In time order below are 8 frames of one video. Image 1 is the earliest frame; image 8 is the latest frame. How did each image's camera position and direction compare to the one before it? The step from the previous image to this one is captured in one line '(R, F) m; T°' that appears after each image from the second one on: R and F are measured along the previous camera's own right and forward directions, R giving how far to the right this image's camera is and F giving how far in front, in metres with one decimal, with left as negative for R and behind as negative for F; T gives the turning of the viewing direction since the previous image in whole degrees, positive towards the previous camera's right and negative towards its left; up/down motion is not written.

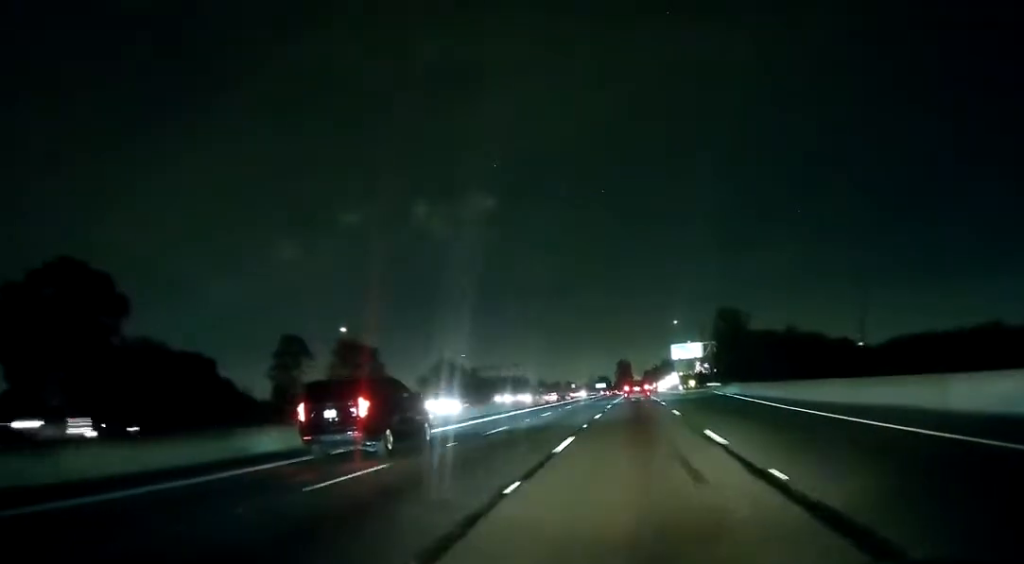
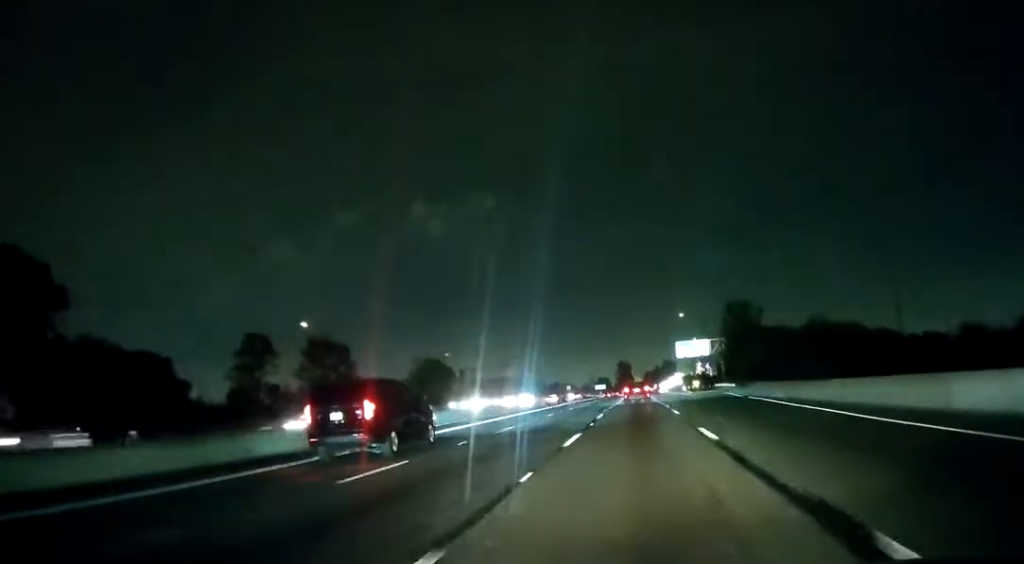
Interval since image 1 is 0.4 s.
(0.0, +13.1) m; 0°
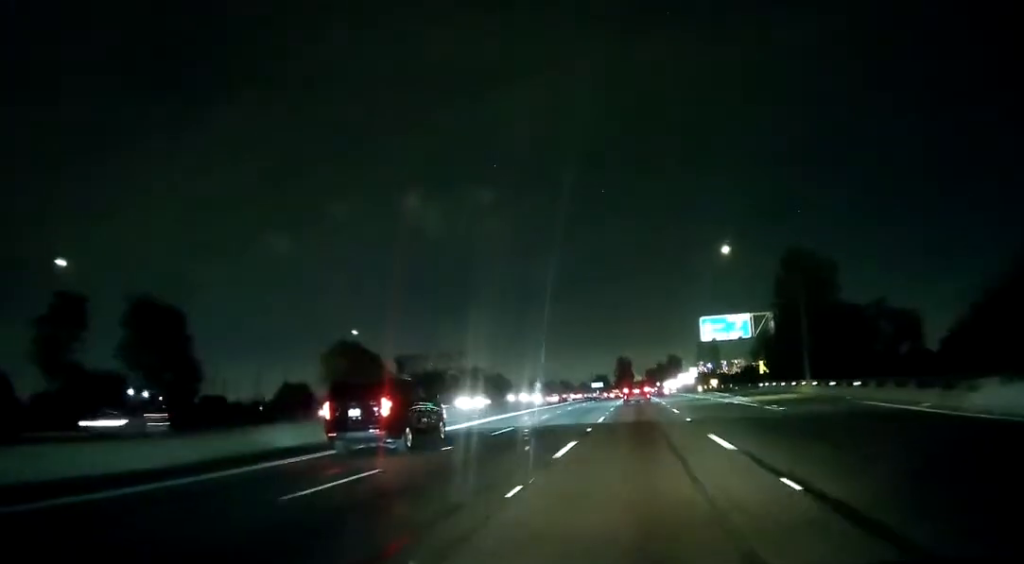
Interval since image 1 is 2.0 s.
(-0.2, +45.8) m; 0°
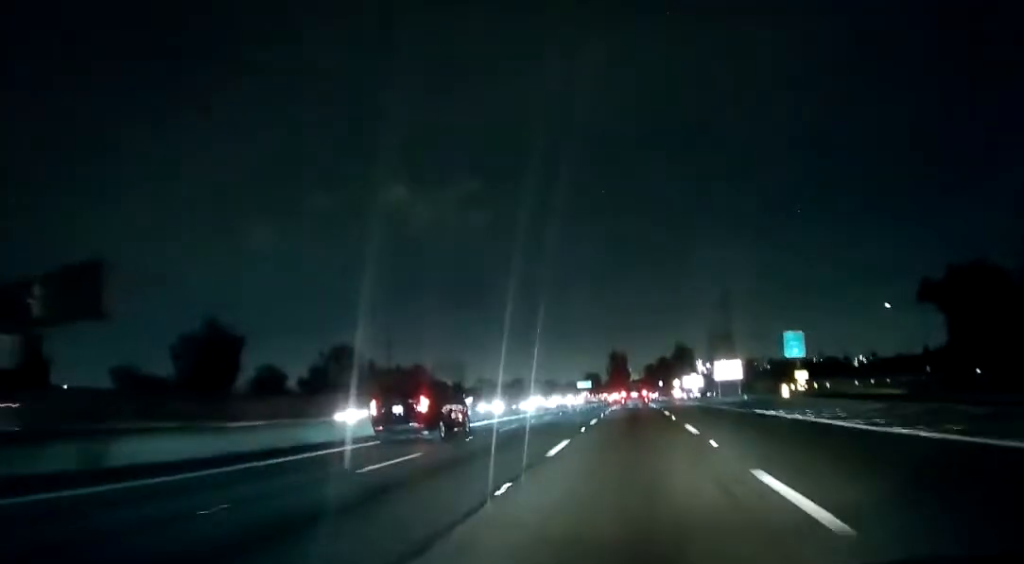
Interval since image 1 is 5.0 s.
(+0.3, +89.4) m; 0°
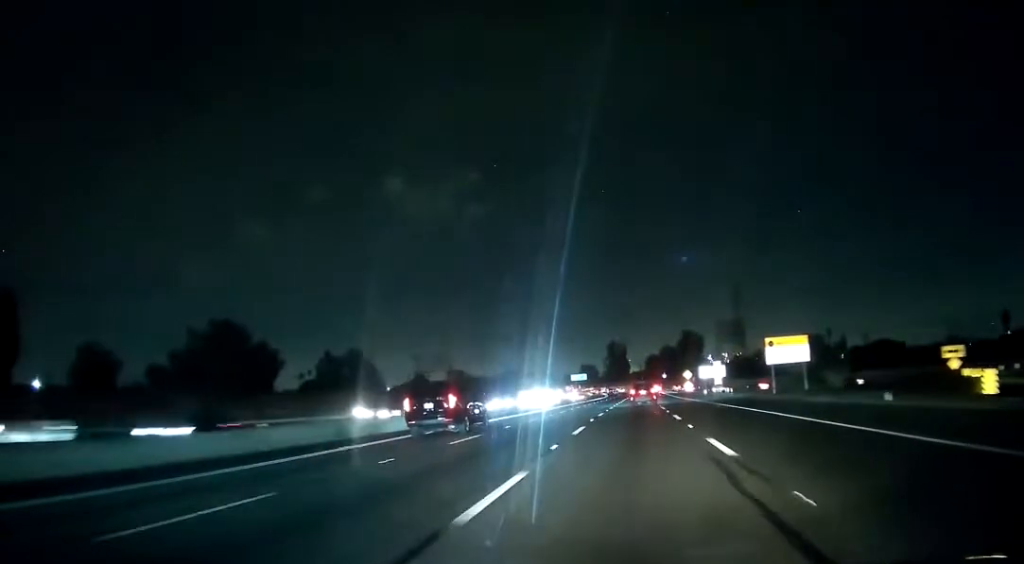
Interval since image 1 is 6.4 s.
(-0.8, +37.5) m; 0°
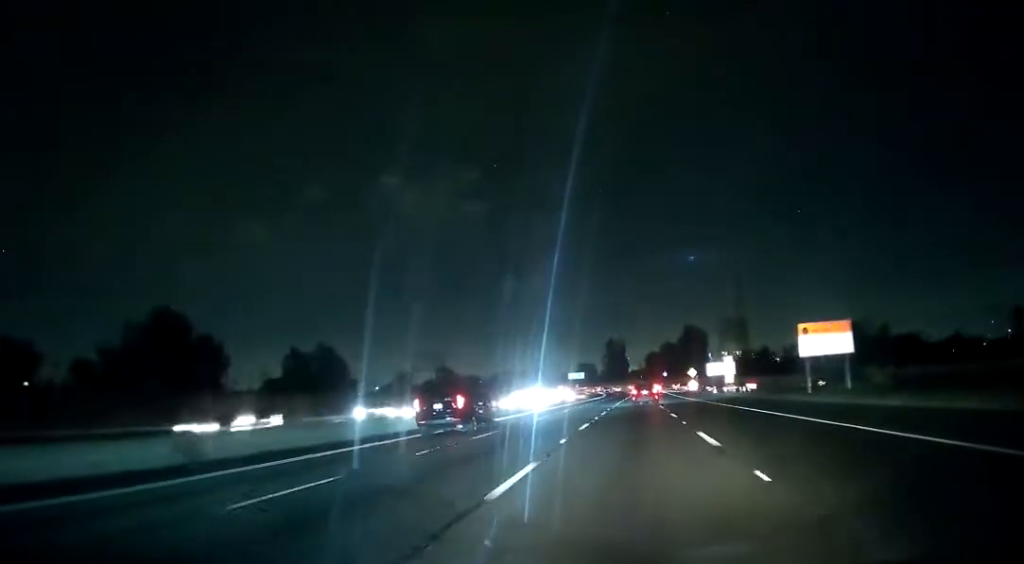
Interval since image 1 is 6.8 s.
(+0.3, +12.0) m; +1°
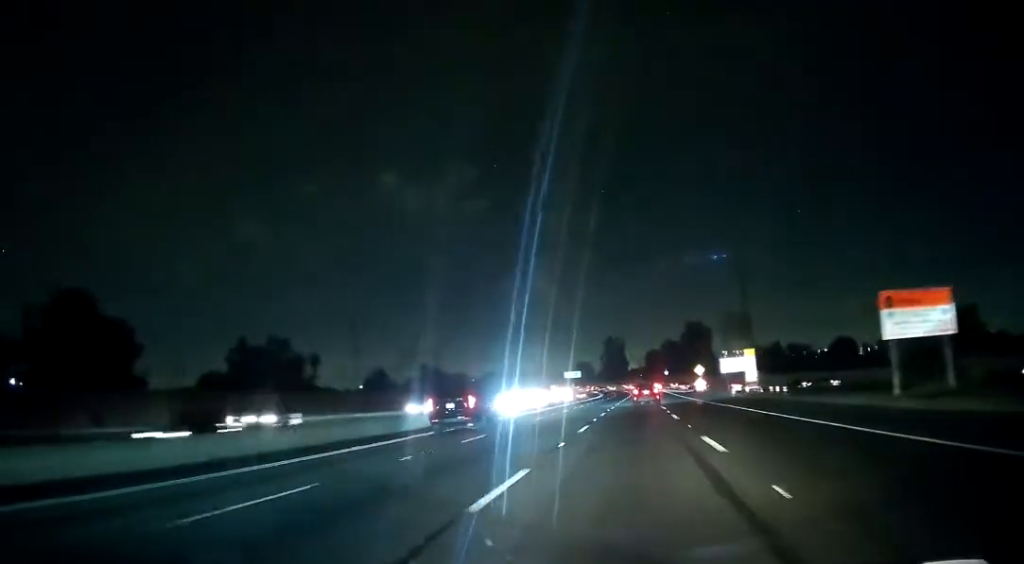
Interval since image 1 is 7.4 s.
(+0.3, +16.5) m; +1°
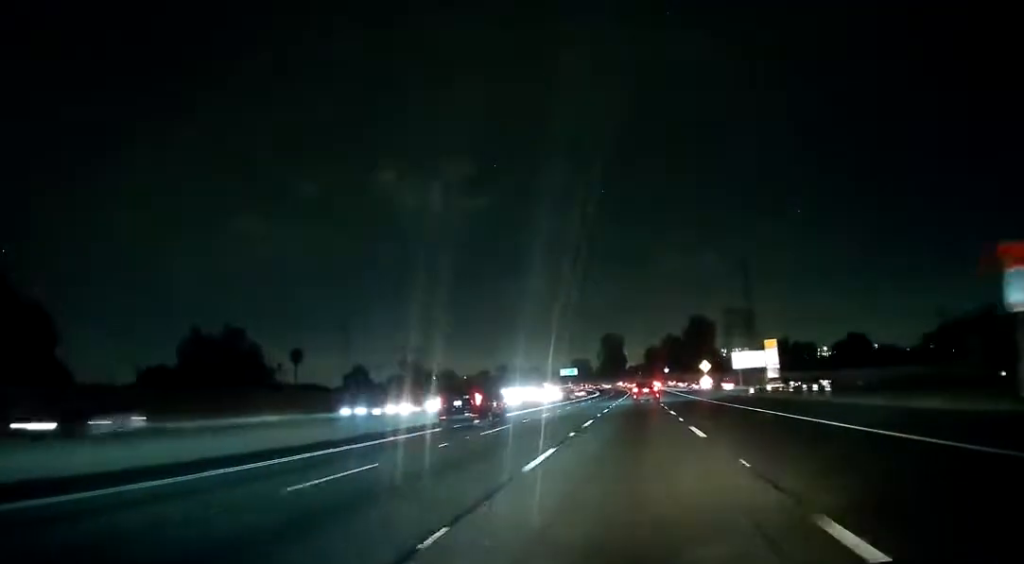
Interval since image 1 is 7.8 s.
(0.0, +11.0) m; 0°
